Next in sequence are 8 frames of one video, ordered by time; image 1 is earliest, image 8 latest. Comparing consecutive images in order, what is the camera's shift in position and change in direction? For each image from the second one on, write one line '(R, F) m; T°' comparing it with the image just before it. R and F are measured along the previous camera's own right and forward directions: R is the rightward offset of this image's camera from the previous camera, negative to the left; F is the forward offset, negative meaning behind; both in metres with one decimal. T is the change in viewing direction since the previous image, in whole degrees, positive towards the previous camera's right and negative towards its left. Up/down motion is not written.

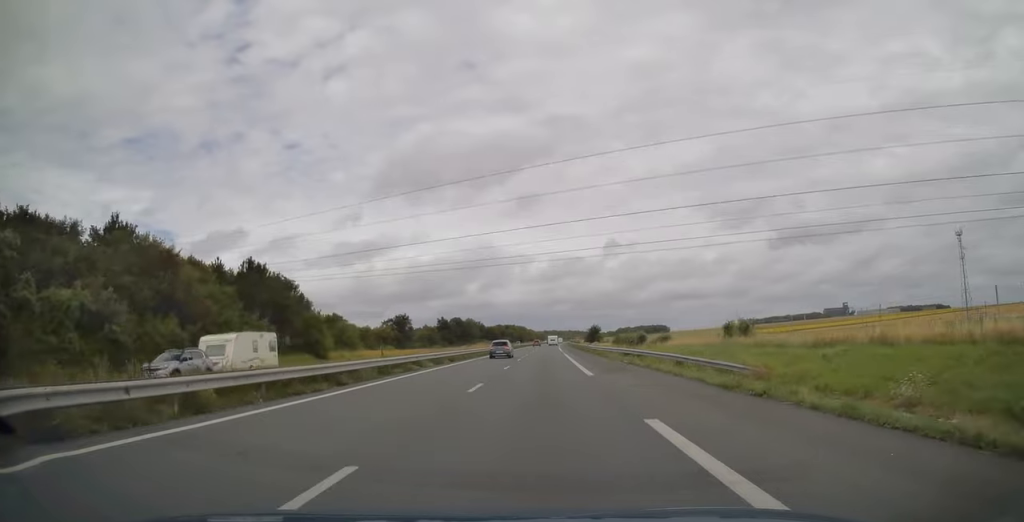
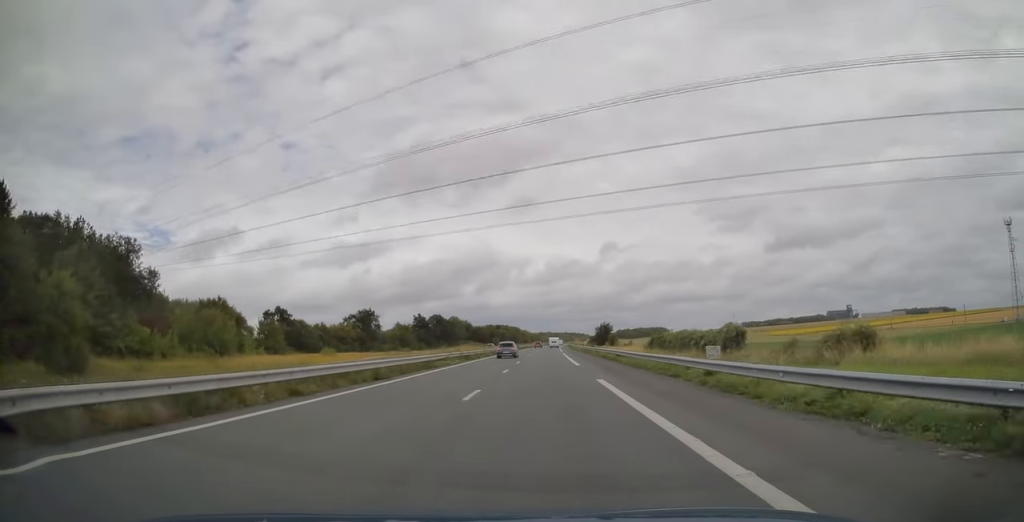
(0.0, +40.8) m; 0°
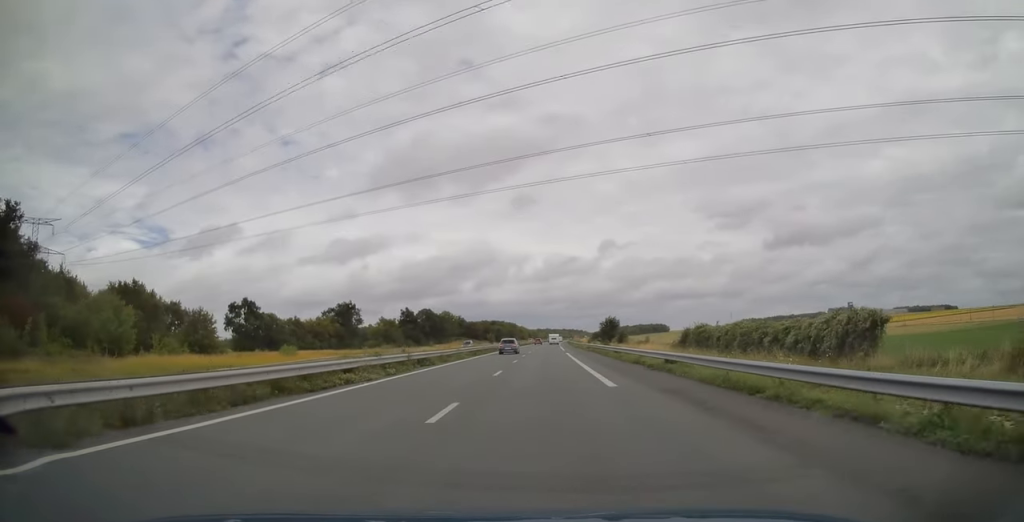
(0.0, +17.2) m; 0°
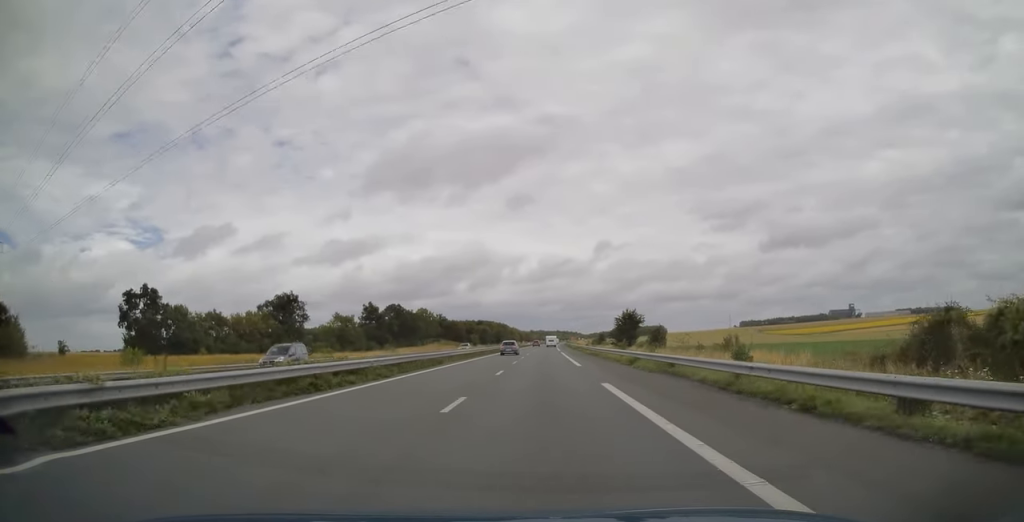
(+0.3, +37.0) m; +1°
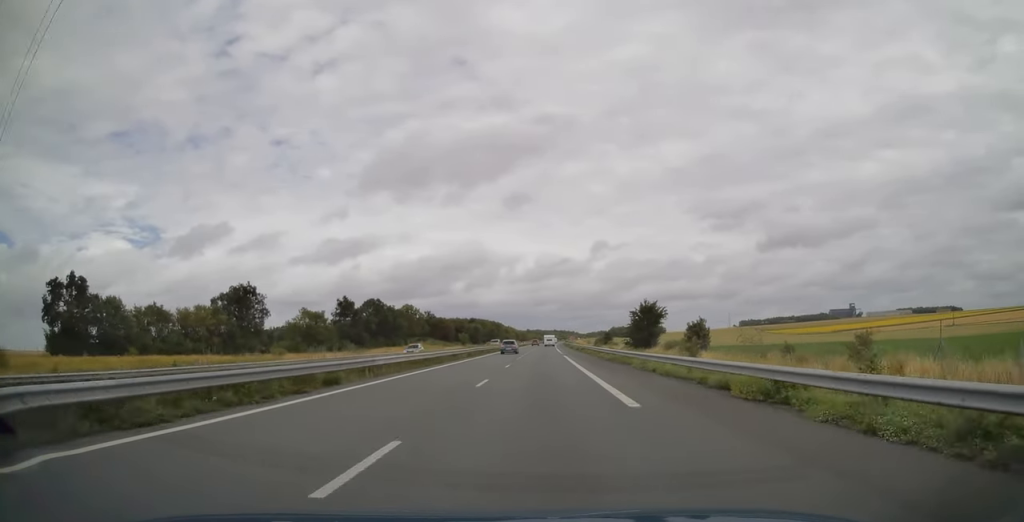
(+0.1, +19.3) m; 0°
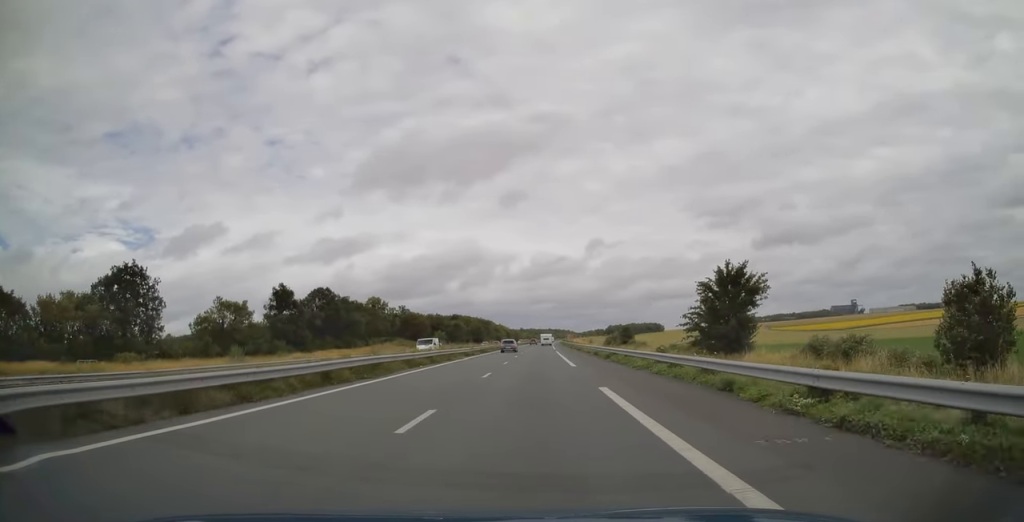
(0.0, +35.0) m; 0°
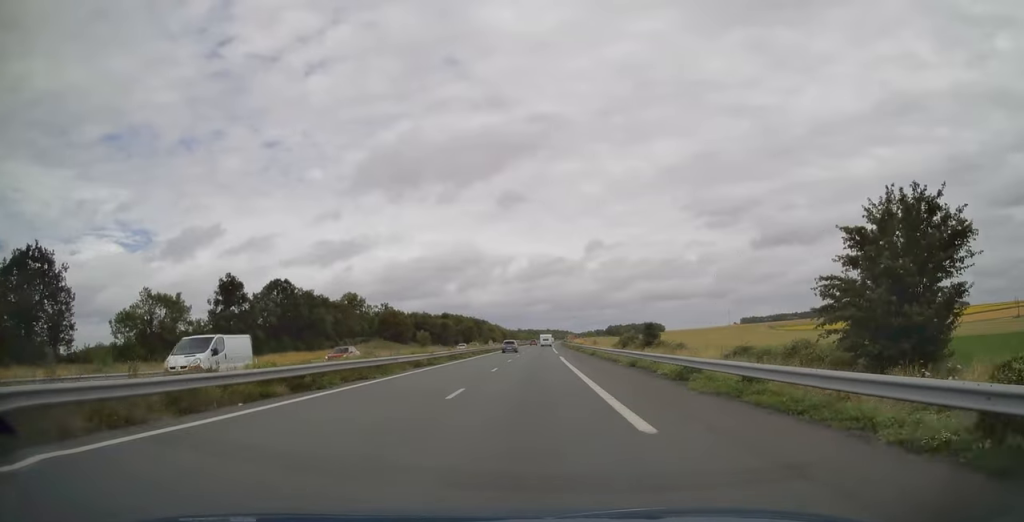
(+0.2, +20.4) m; 0°
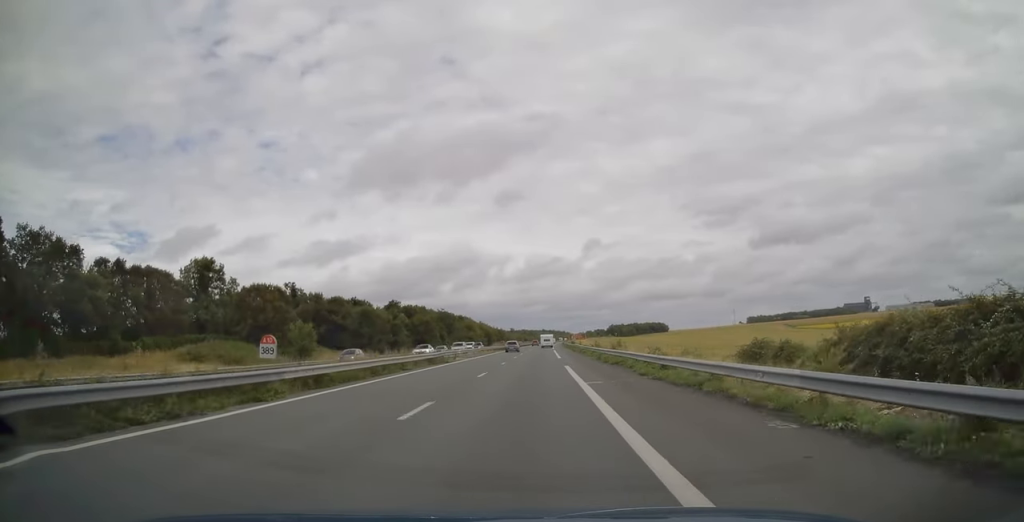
(-0.1, +68.3) m; 0°
